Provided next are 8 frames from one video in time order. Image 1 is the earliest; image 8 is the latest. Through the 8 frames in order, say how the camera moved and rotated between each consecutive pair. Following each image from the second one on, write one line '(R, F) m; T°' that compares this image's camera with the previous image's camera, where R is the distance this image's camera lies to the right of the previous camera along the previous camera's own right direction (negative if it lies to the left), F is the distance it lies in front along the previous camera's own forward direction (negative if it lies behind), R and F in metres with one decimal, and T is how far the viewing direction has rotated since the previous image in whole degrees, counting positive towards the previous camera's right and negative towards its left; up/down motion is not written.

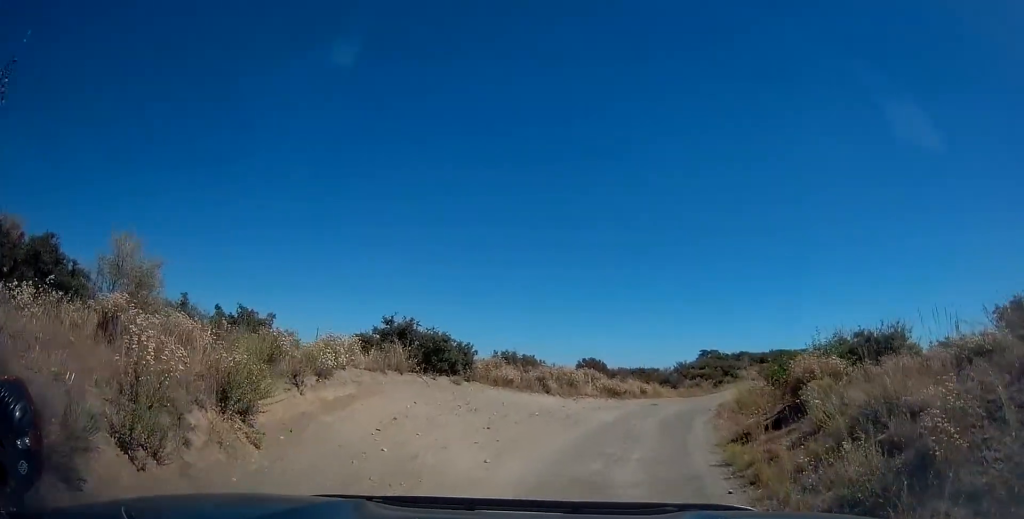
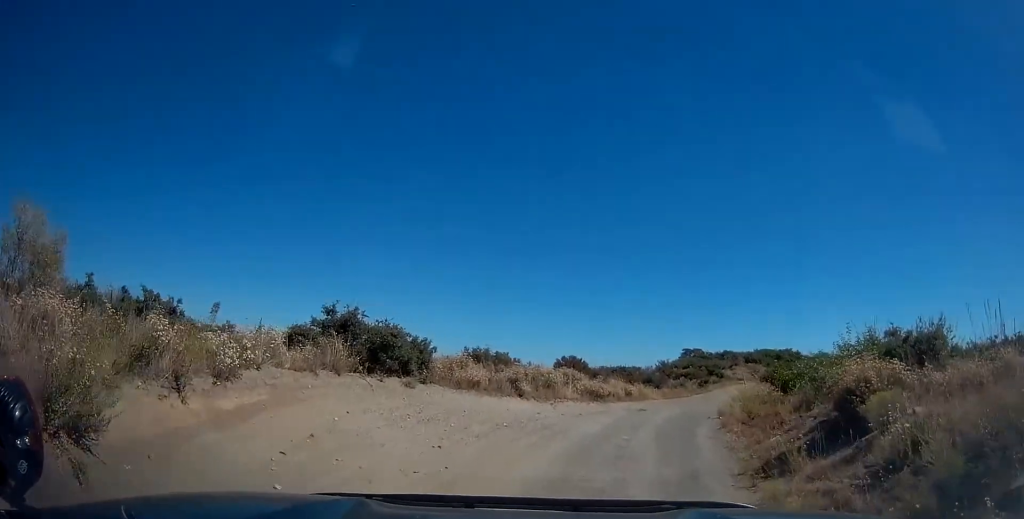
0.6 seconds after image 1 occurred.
(+0.1, +2.8) m; +2°
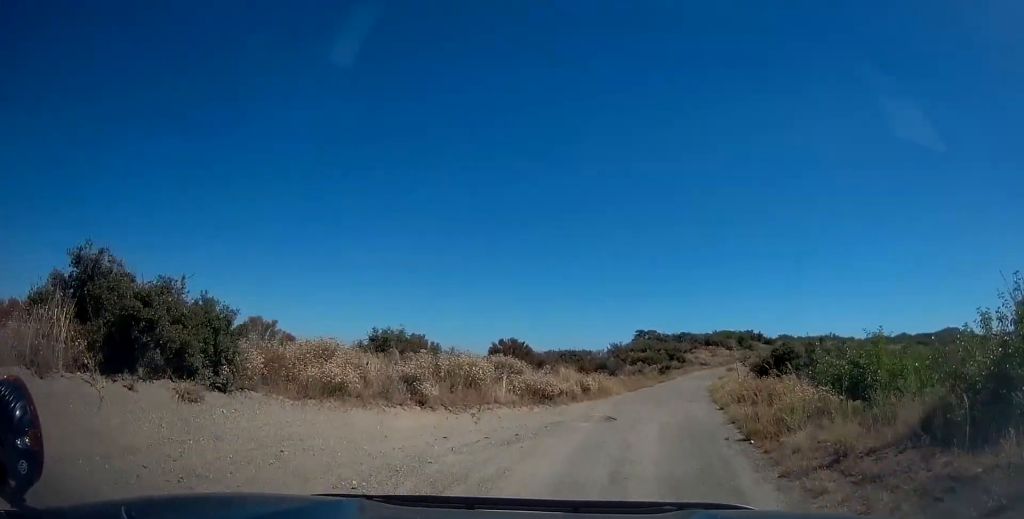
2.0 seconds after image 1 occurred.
(+0.3, +6.6) m; +11°
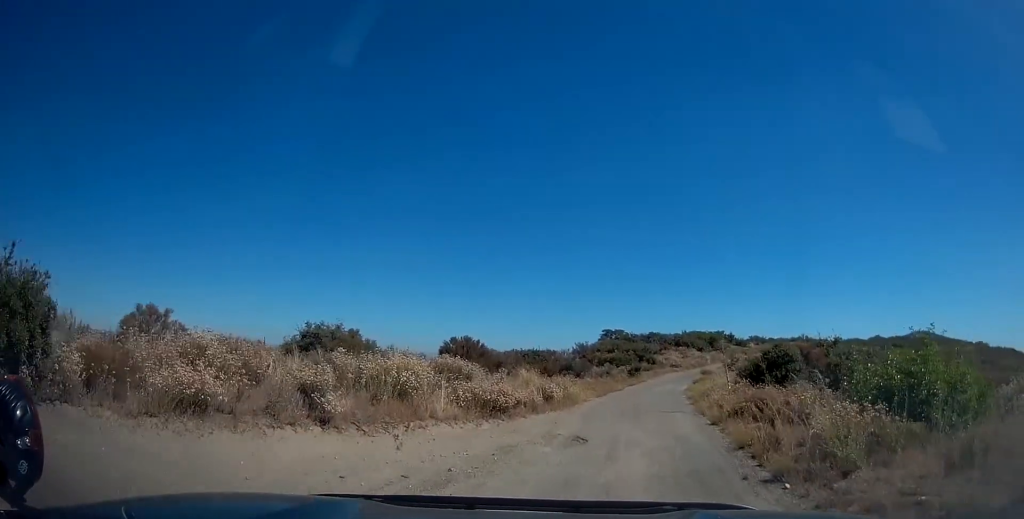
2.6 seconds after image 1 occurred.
(+0.4, +3.0) m; +1°
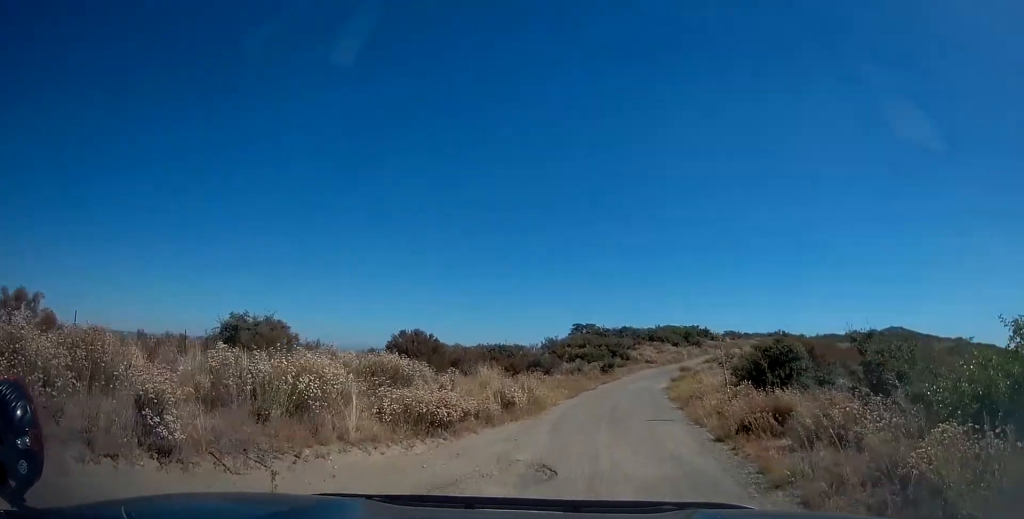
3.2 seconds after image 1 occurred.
(+0.1, +3.1) m; +1°
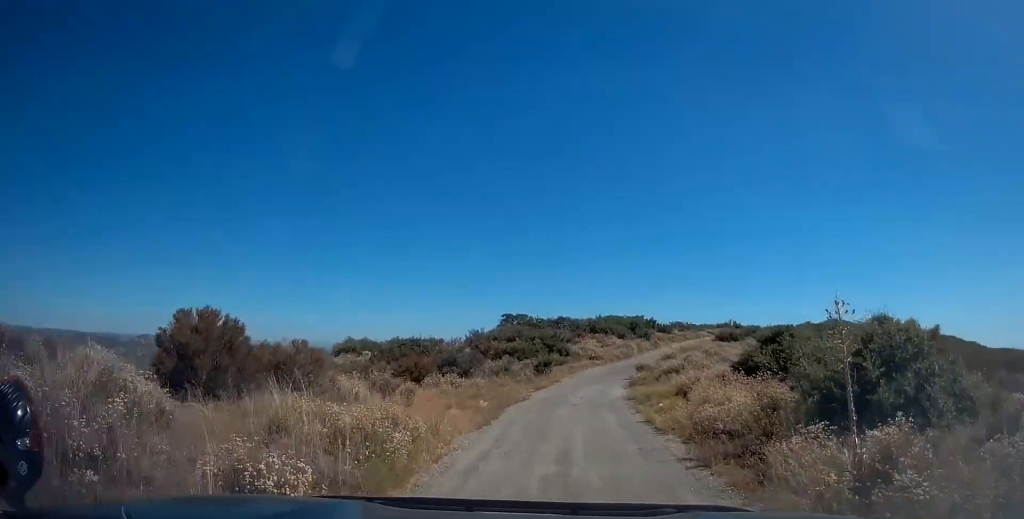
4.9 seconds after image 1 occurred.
(+0.4, +9.6) m; +9°
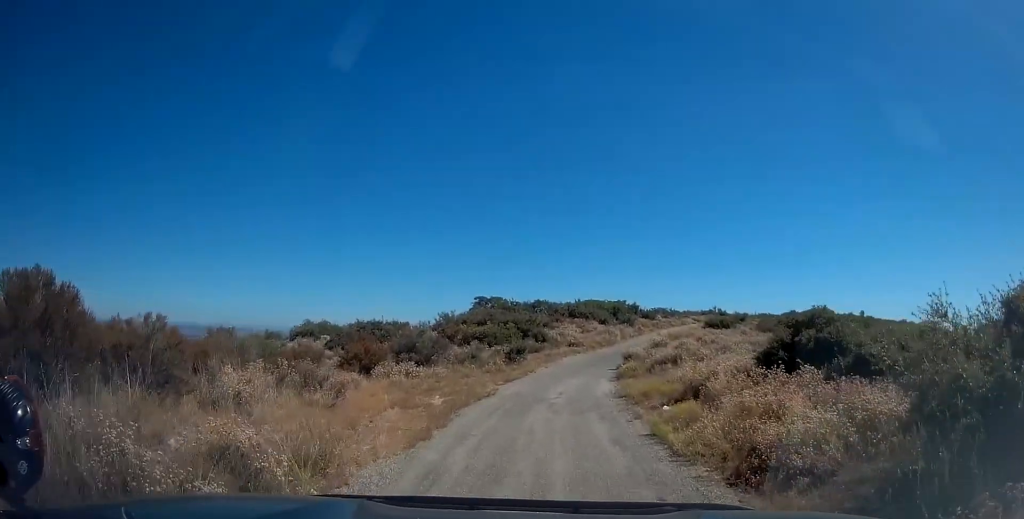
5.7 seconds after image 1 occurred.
(+0.1, +4.3) m; +1°
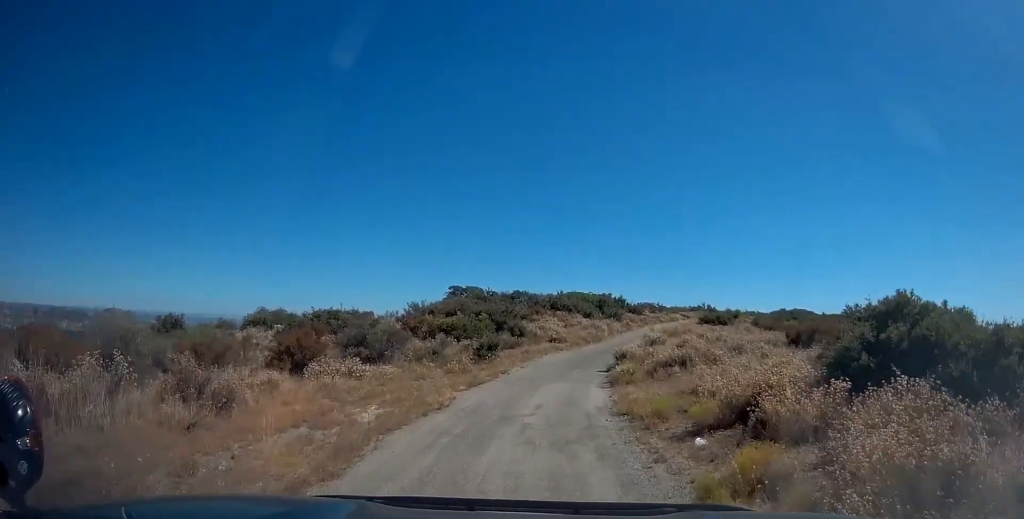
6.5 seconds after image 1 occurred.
(+0.1, +4.9) m; +1°
